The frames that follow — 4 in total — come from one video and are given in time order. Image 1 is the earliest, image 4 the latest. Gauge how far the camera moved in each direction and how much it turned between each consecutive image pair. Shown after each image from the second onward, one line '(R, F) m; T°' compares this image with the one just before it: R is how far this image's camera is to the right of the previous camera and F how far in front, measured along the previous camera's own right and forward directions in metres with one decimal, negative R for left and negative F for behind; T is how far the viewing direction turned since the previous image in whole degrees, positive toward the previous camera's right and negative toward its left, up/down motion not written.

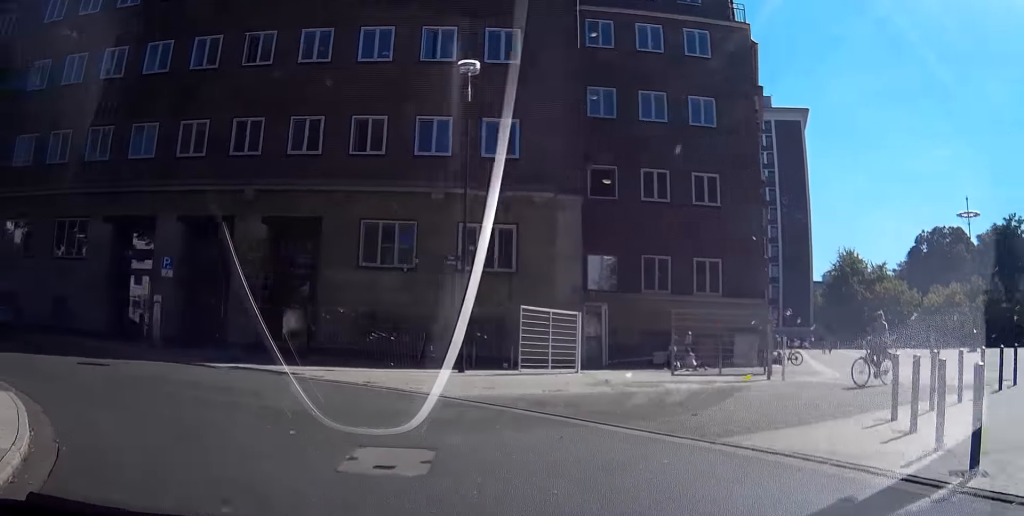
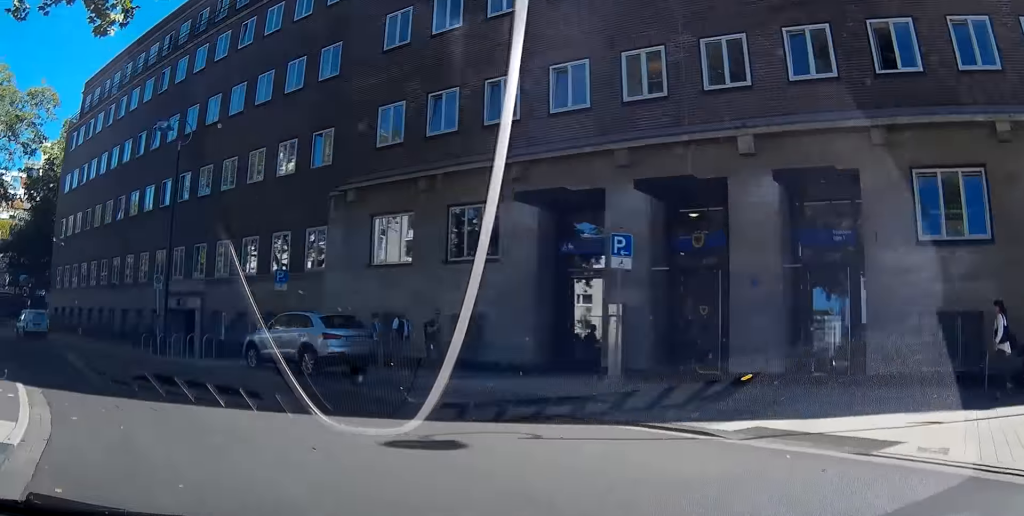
(-4.2, +12.6) m; -33°
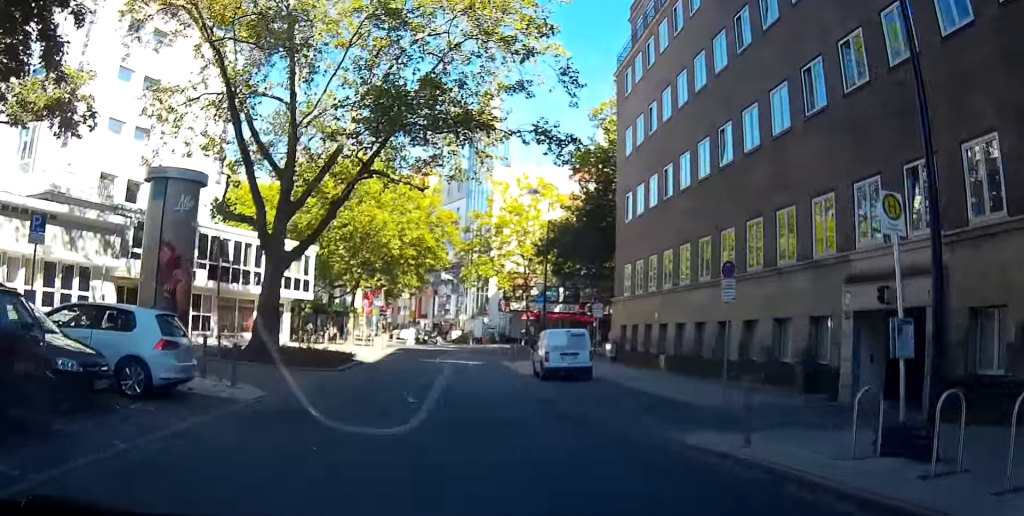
(-9.3, +20.7) m; -42°
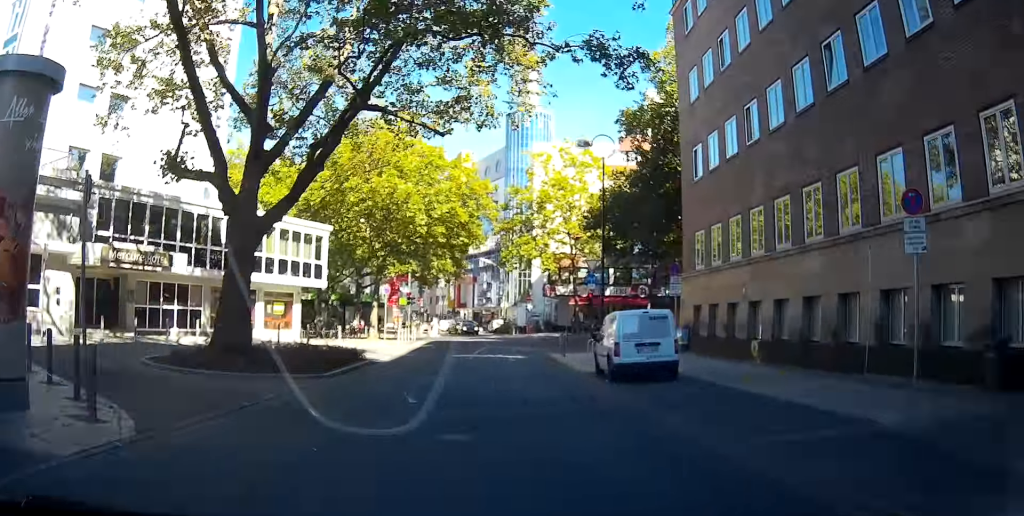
(-0.4, +6.7) m; -8°
